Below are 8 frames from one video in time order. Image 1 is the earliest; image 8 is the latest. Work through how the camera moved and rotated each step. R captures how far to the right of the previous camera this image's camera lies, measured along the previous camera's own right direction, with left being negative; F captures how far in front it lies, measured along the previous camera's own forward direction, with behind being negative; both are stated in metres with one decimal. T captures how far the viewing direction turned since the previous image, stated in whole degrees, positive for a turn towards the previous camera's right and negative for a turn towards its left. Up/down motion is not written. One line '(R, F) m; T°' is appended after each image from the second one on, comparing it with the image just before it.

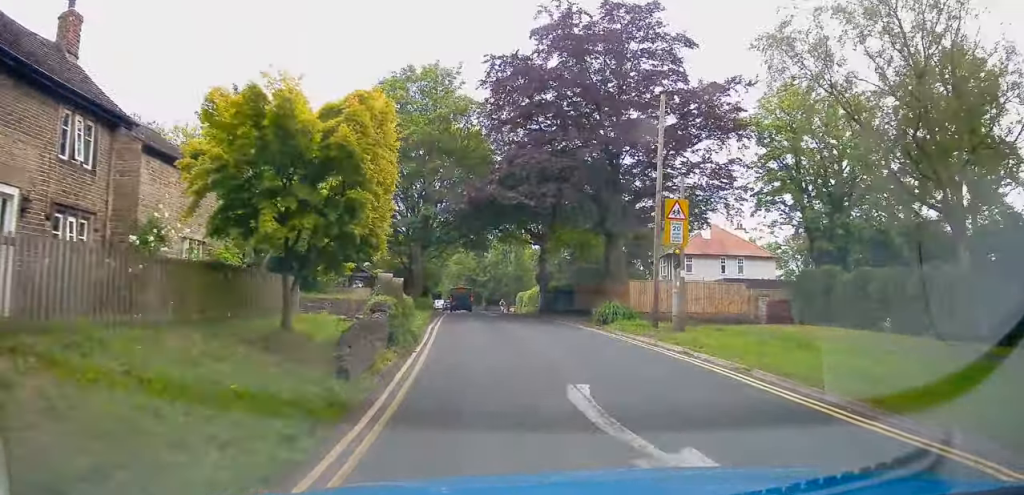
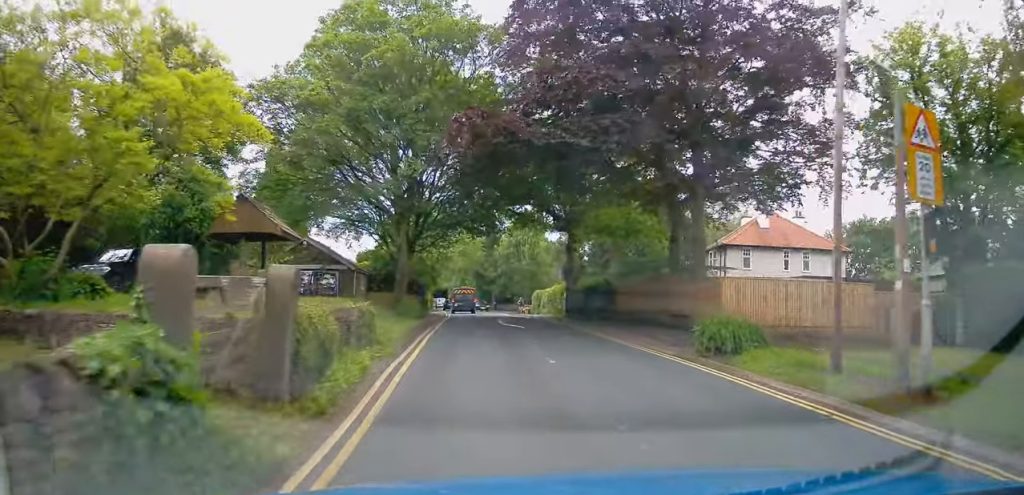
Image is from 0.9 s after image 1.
(+0.3, +10.8) m; +2°
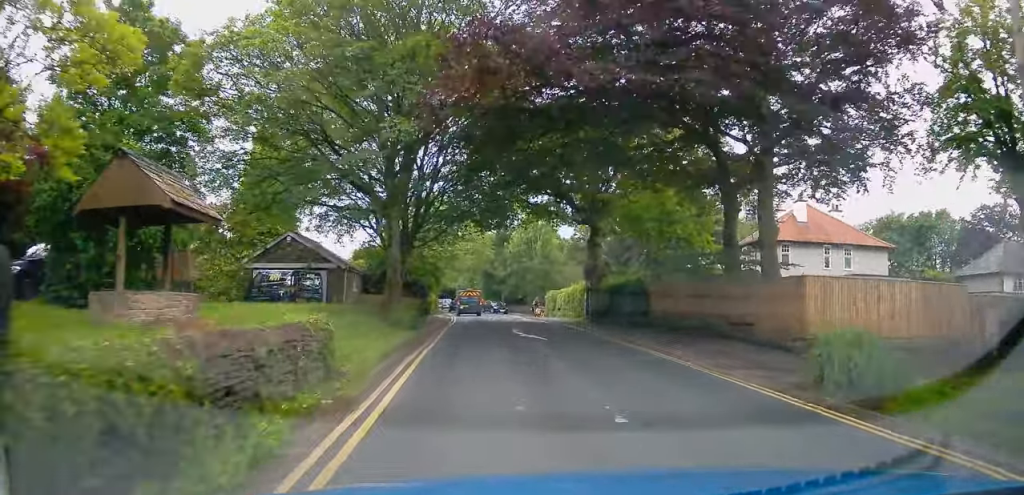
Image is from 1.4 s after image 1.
(+0.2, +4.9) m; +1°
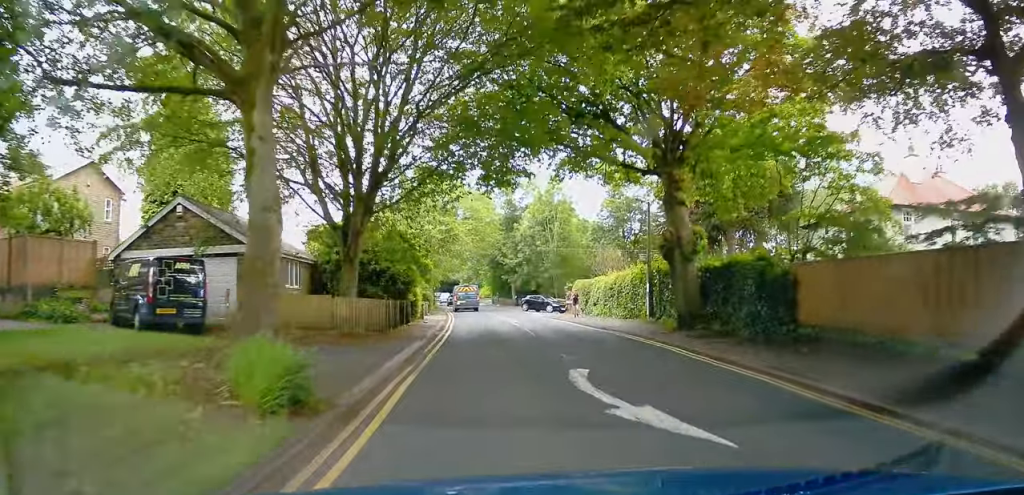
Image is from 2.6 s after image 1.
(-0.3, +12.9) m; -2°
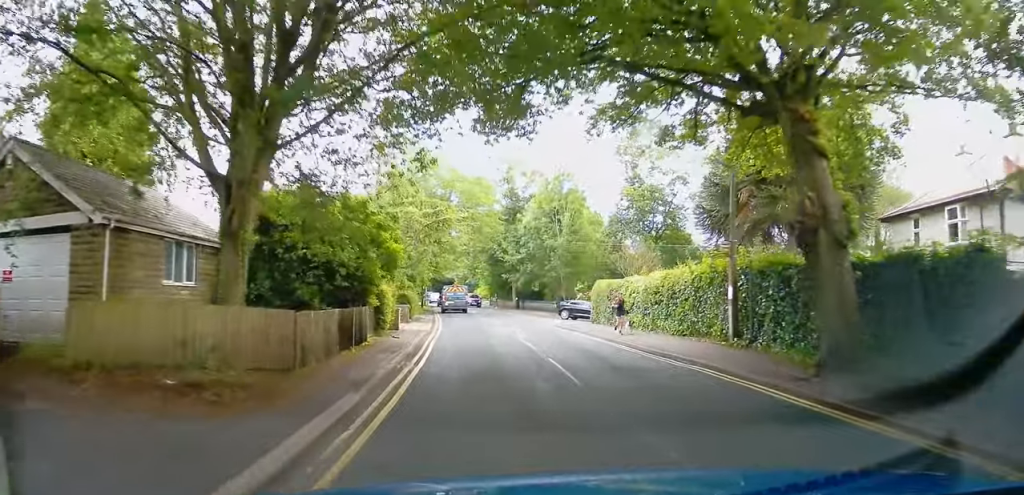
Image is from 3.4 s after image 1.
(-0.2, +9.2) m; +1°
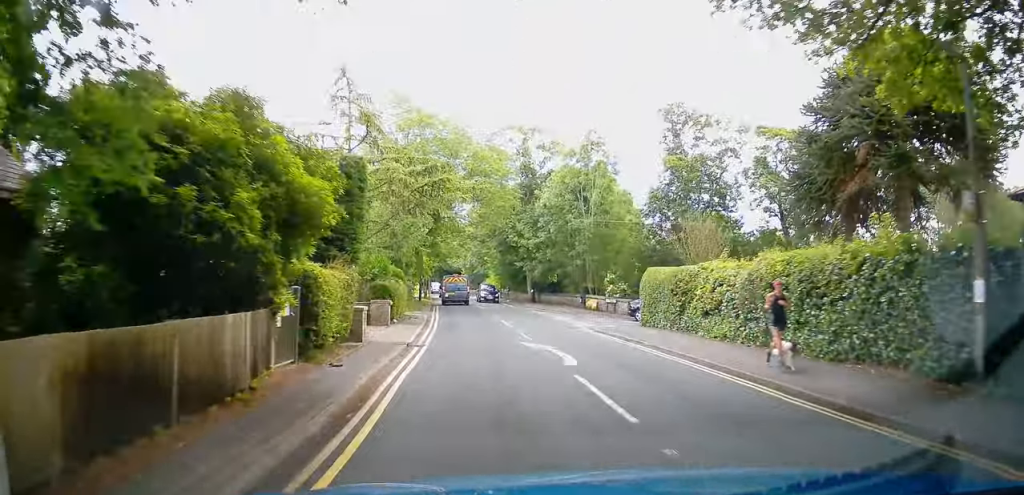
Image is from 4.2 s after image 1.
(+0.4, +9.1) m; -1°
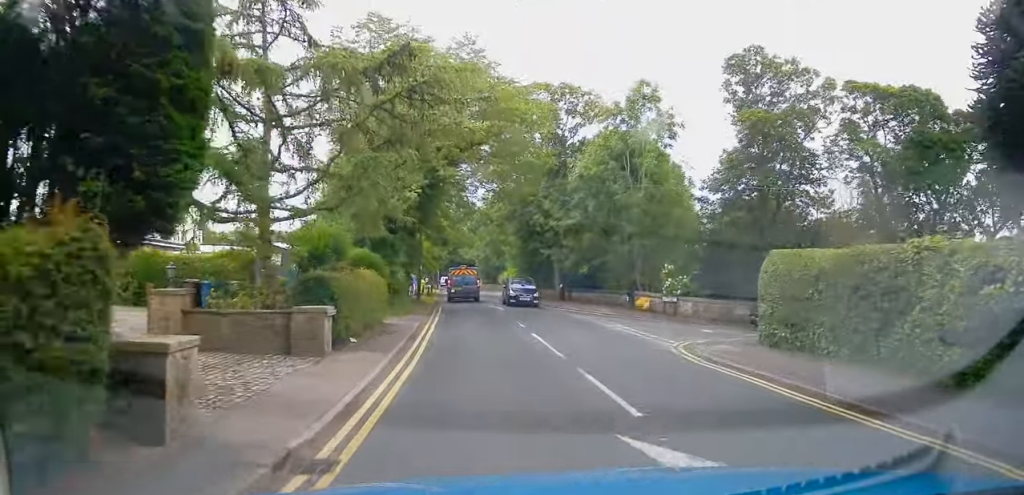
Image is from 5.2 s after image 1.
(-0.5, +10.3) m; -2°
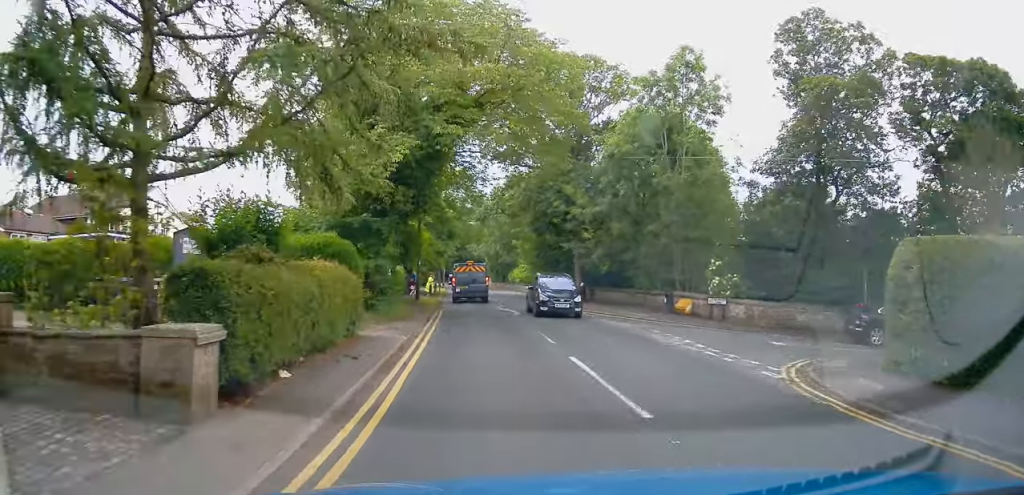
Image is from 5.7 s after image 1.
(-0.1, +5.5) m; -1°
